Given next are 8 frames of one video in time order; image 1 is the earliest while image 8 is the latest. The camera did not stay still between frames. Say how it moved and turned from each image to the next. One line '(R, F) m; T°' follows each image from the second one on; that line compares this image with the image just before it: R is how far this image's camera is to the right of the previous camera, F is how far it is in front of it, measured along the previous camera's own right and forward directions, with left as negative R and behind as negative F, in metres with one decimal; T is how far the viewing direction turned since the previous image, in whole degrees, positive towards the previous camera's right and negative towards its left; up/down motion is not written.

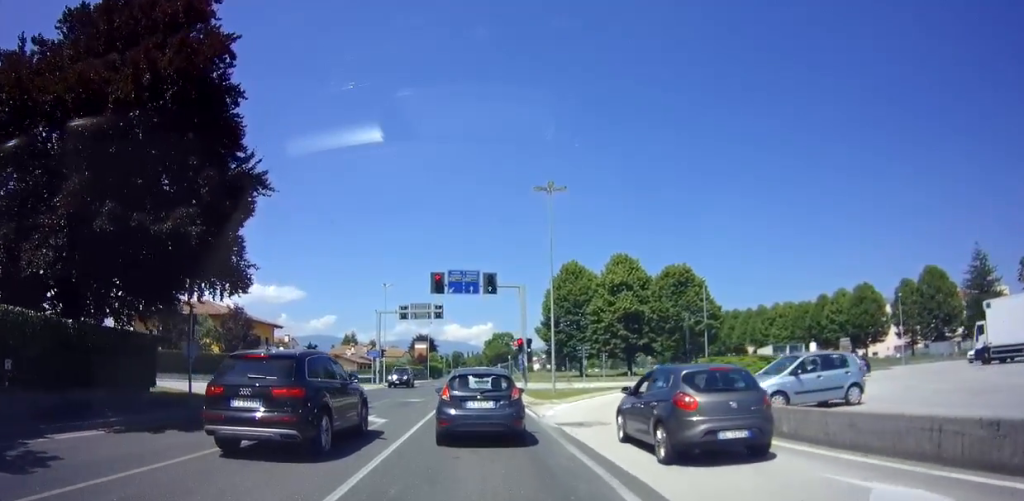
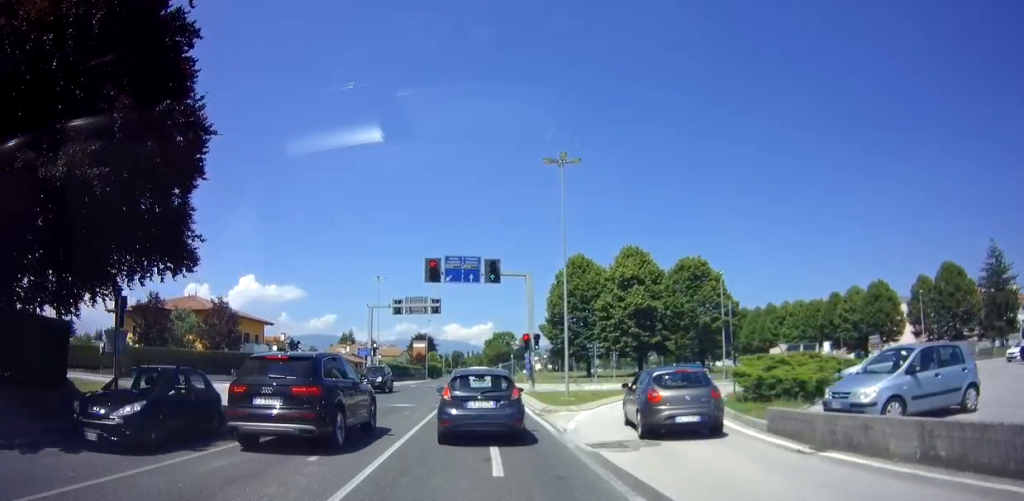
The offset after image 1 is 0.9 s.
(0.0, +4.1) m; 0°
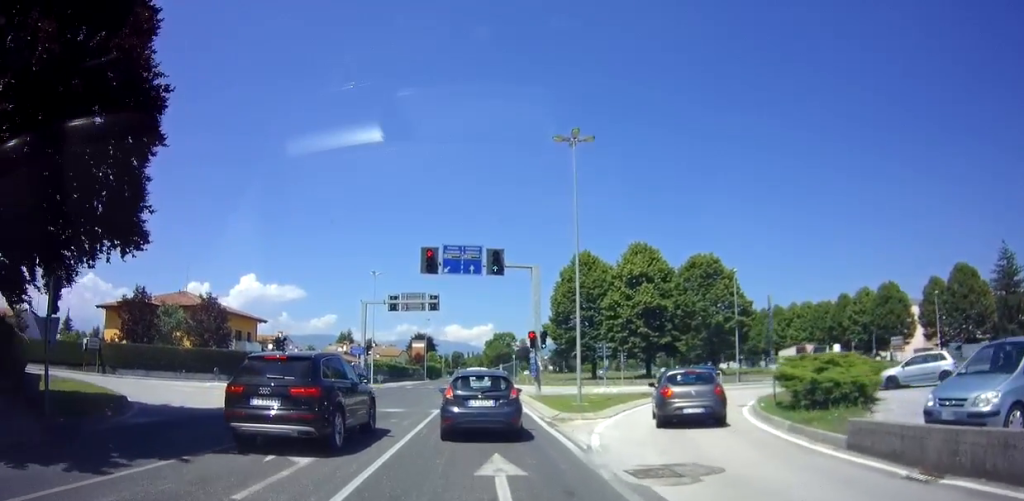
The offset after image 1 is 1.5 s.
(0.0, +3.0) m; 0°
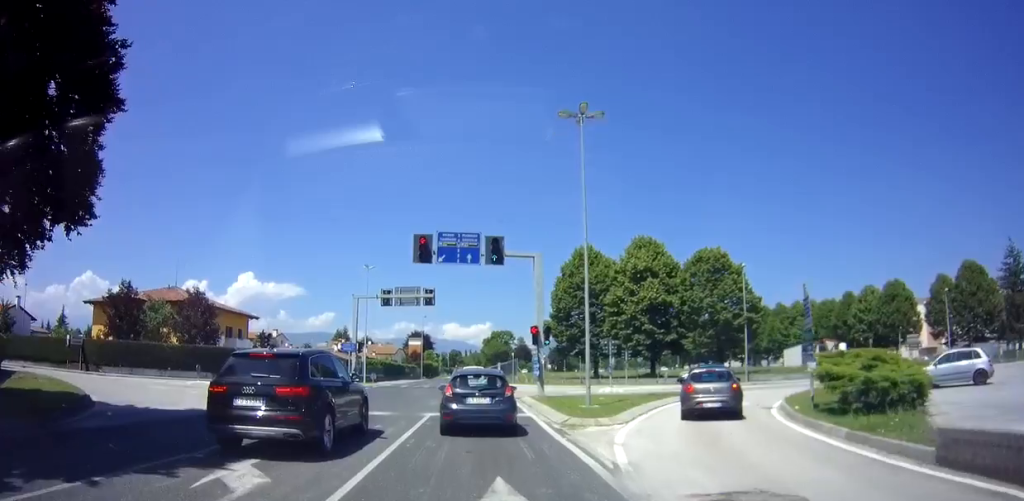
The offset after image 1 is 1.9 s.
(0.0, +2.8) m; 0°
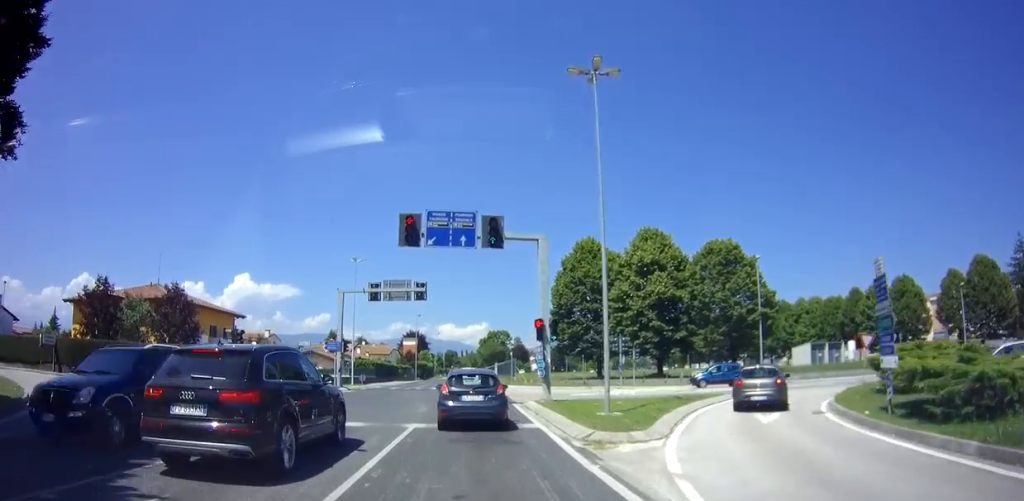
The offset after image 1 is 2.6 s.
(0.0, +4.3) m; 0°
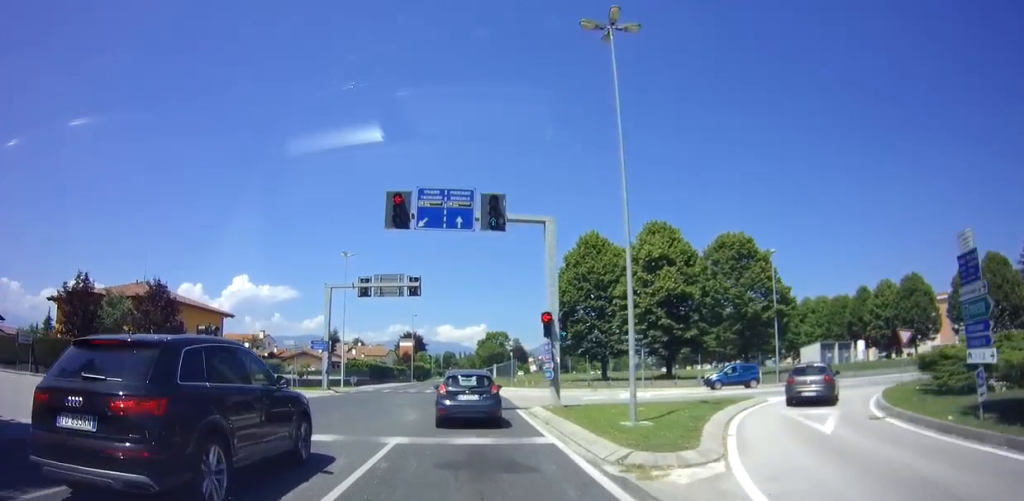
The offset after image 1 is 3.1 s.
(0.0, +3.4) m; 0°
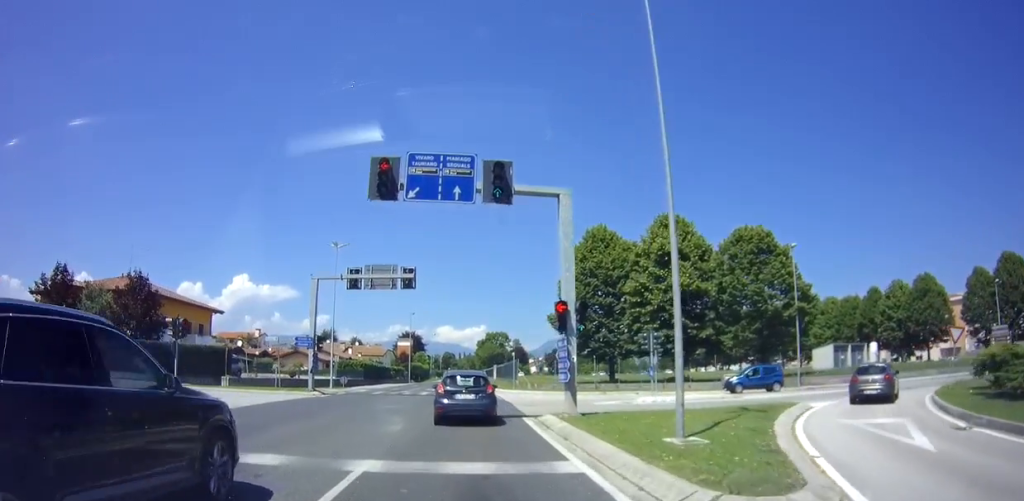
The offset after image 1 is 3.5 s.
(0.0, +3.6) m; 0°
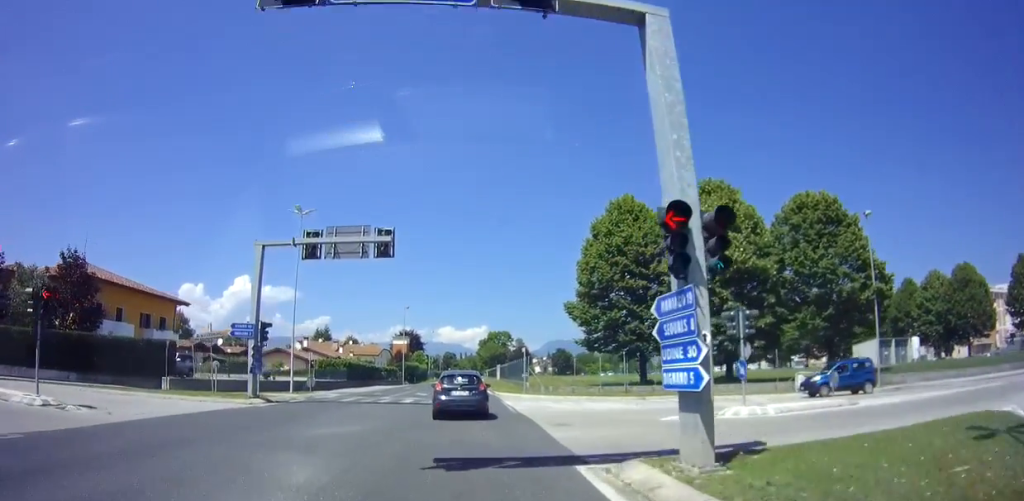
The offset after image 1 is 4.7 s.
(0.0, +10.1) m; -1°
